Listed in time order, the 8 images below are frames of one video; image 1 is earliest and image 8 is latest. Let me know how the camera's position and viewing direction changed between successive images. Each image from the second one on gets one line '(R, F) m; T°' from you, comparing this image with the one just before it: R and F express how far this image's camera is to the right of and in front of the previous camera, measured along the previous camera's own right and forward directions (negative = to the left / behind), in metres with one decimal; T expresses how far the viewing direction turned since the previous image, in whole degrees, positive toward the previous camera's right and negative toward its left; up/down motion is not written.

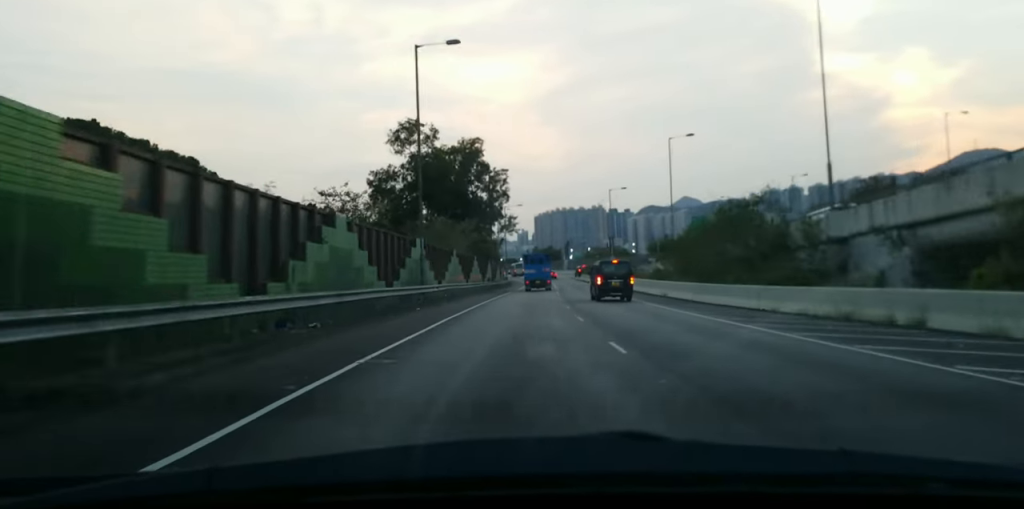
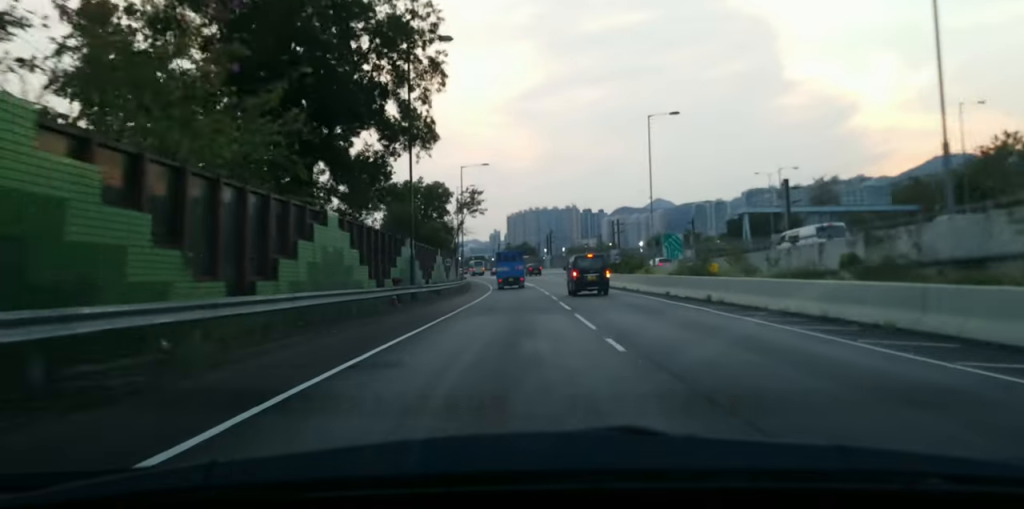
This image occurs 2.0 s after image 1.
(+1.0, +45.9) m; +2°
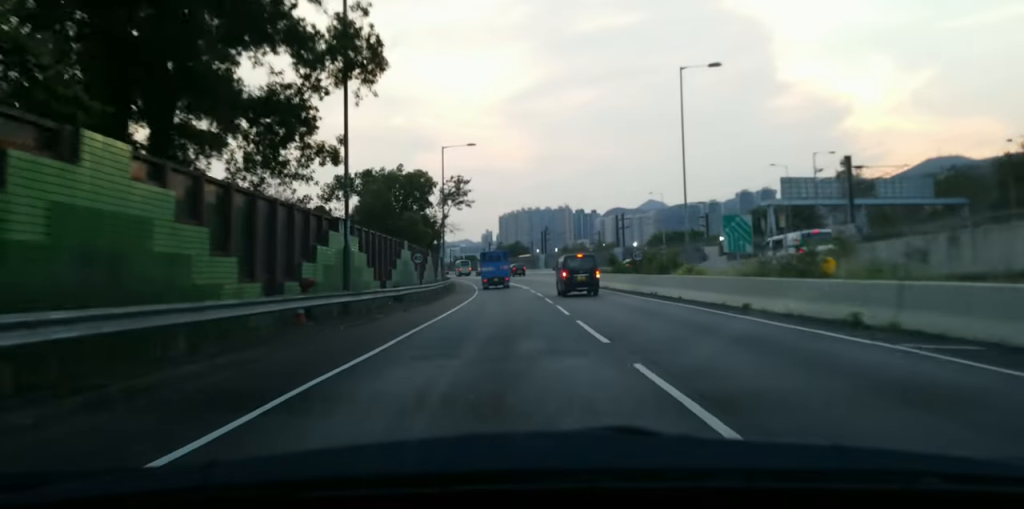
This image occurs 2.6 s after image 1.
(-0.1, +12.2) m; 0°
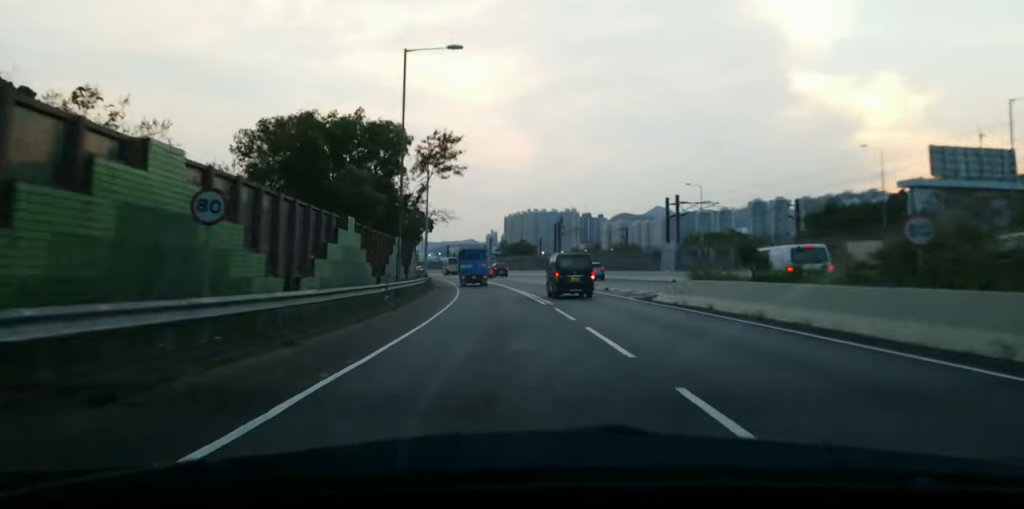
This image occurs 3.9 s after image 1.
(+0.1, +28.3) m; -1°
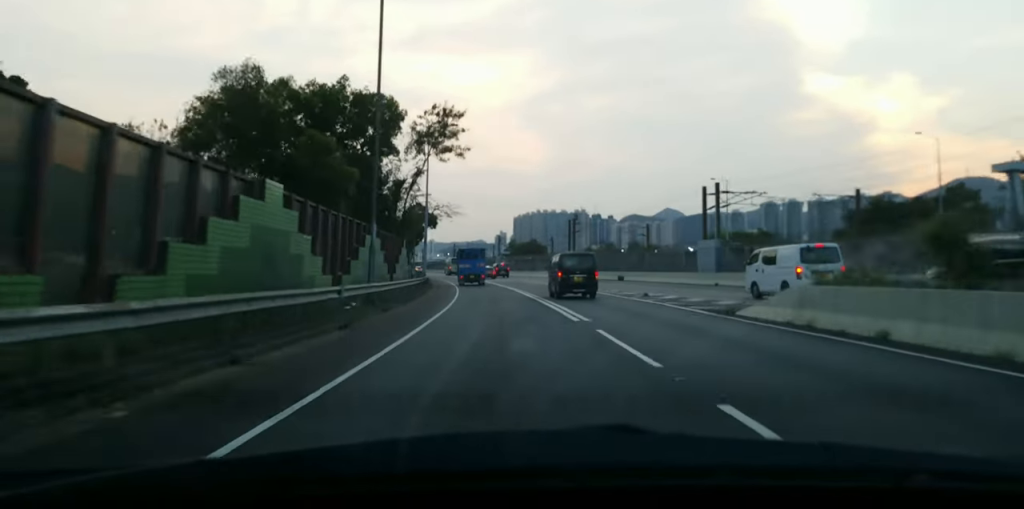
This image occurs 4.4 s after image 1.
(-0.2, +10.1) m; -1°
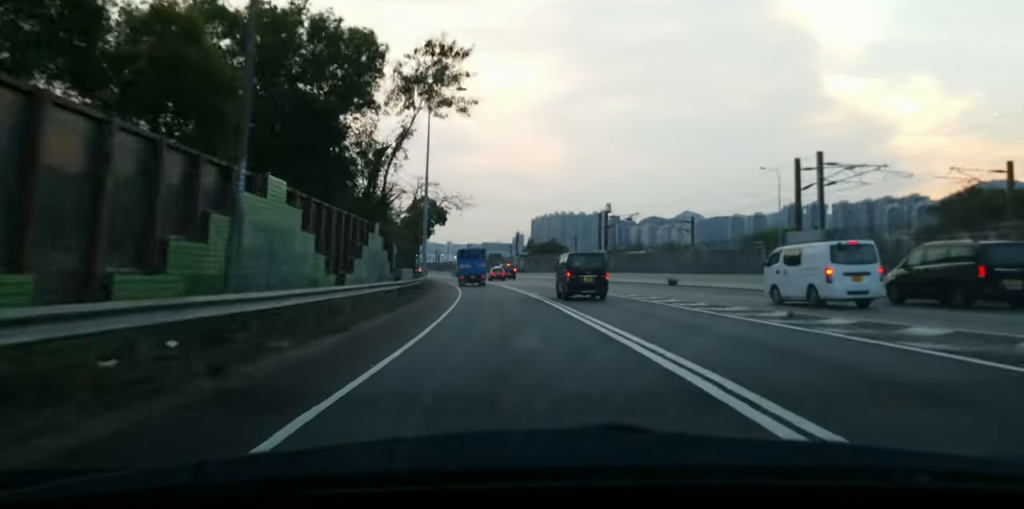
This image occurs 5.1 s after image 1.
(-0.2, +15.2) m; -1°
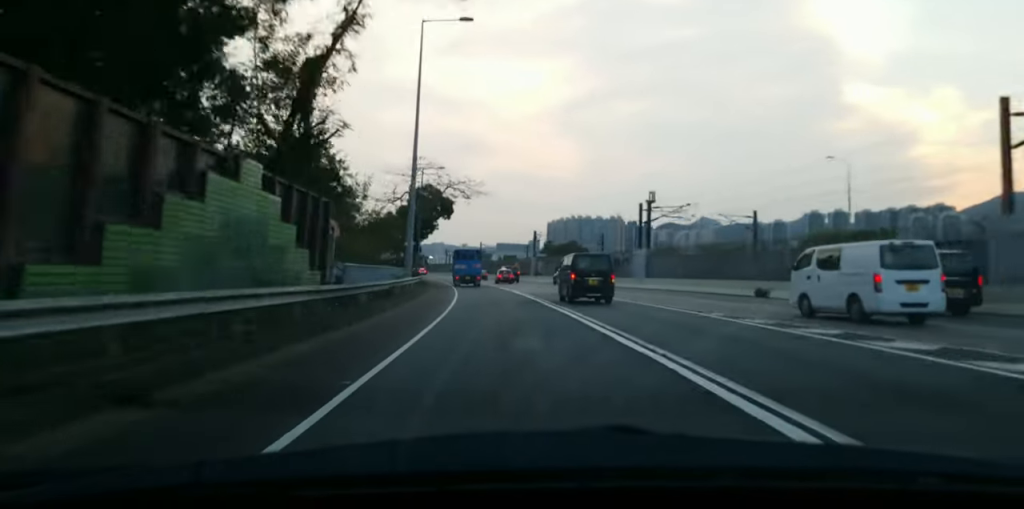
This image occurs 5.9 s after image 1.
(-0.3, +16.9) m; 0°
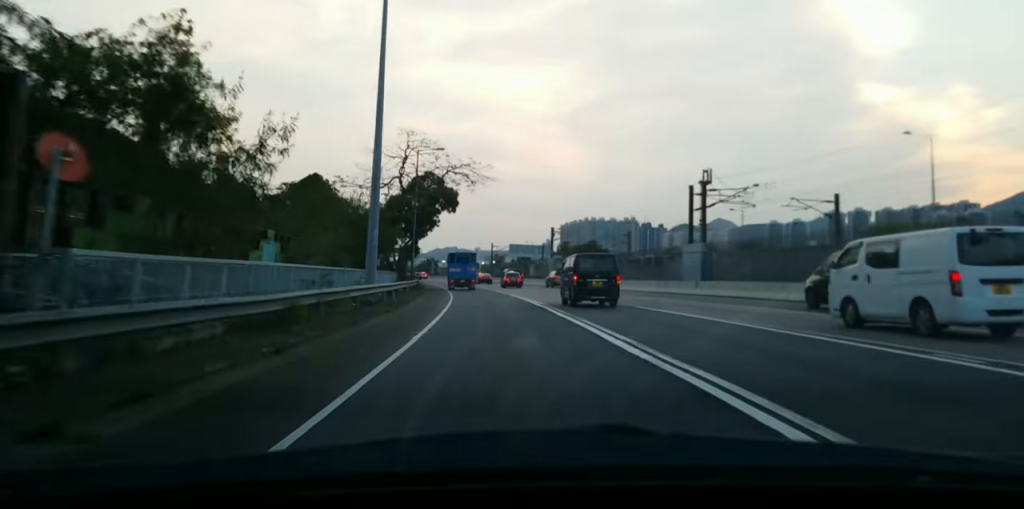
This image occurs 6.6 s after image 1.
(+0.3, +14.4) m; -1°
